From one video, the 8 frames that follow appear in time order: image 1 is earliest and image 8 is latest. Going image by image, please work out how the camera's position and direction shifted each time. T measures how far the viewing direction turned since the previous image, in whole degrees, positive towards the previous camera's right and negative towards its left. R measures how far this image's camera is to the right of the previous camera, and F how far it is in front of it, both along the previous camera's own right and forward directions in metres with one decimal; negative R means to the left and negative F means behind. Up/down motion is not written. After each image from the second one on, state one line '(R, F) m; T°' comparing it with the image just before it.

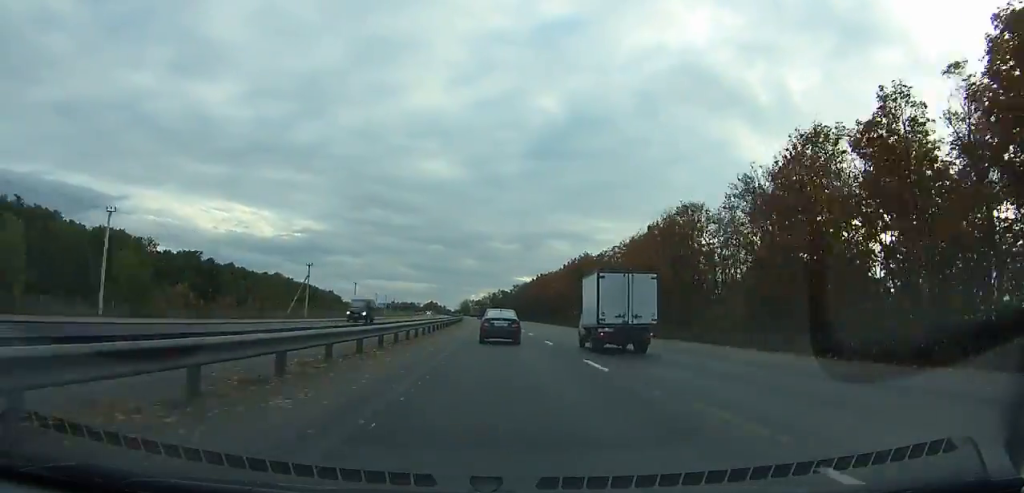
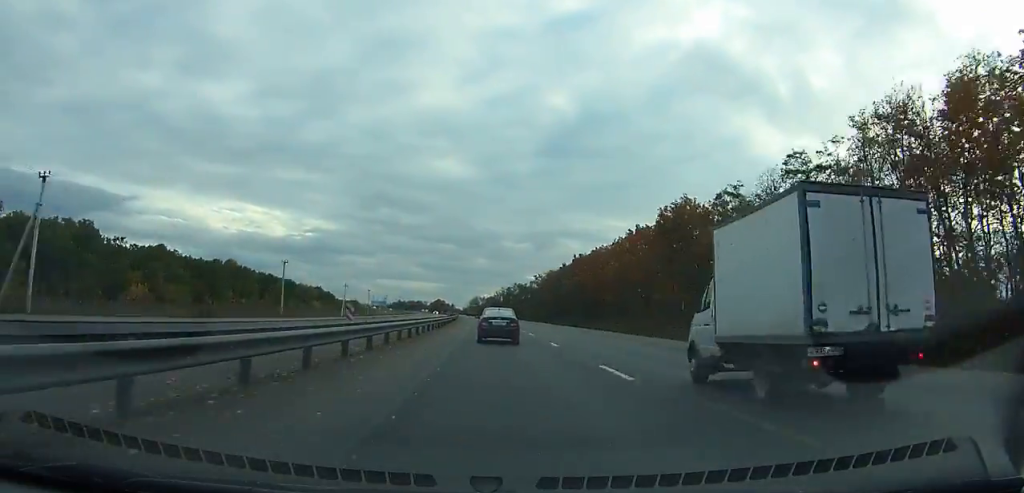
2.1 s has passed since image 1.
(-0.9, +61.3) m; -1°
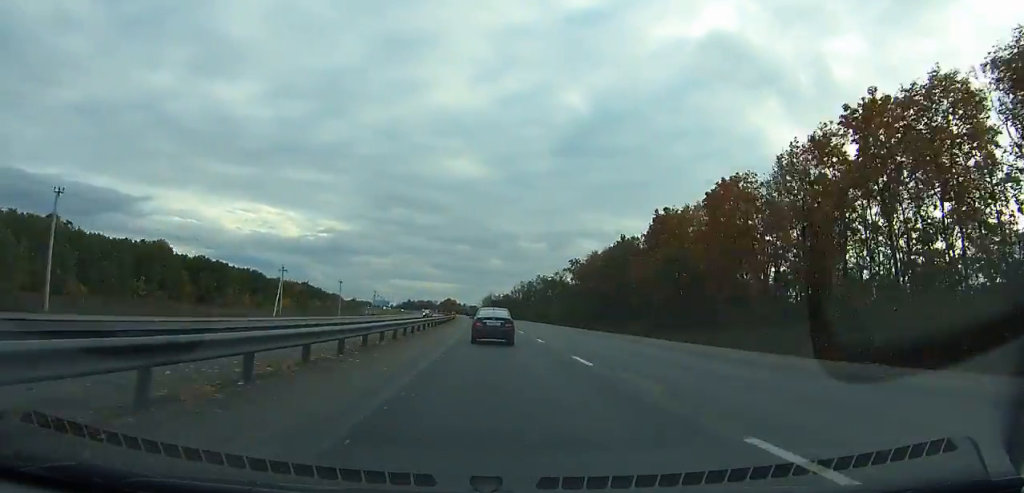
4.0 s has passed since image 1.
(-0.5, +55.8) m; -1°
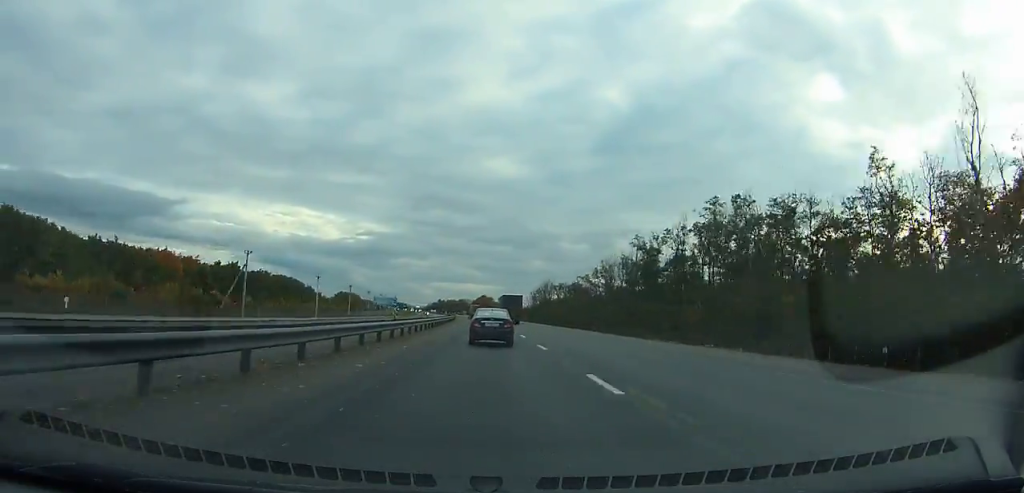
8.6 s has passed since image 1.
(-4.5, +136.6) m; -4°
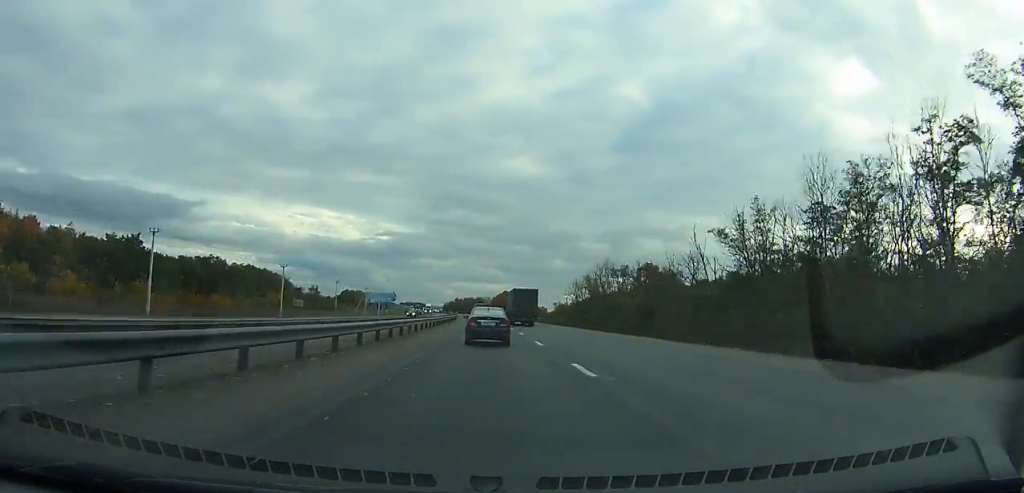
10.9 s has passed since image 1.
(-1.3, +69.0) m; -2°
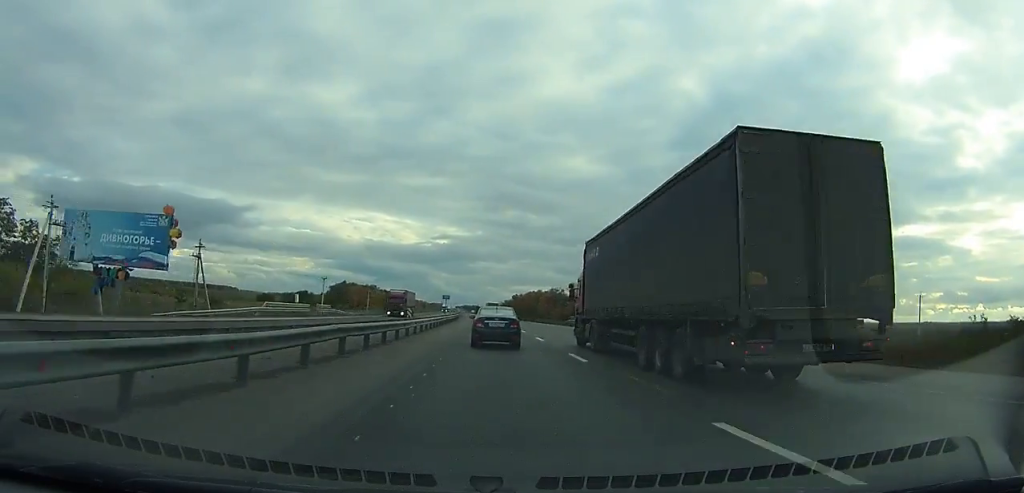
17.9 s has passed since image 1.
(-11.2, +211.0) m; -6°
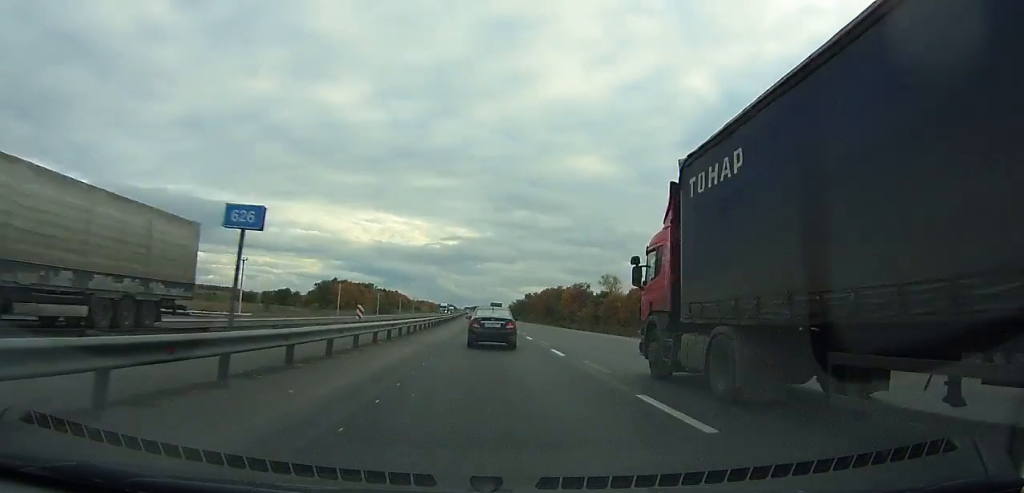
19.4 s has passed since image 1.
(-0.6, +45.4) m; -1°
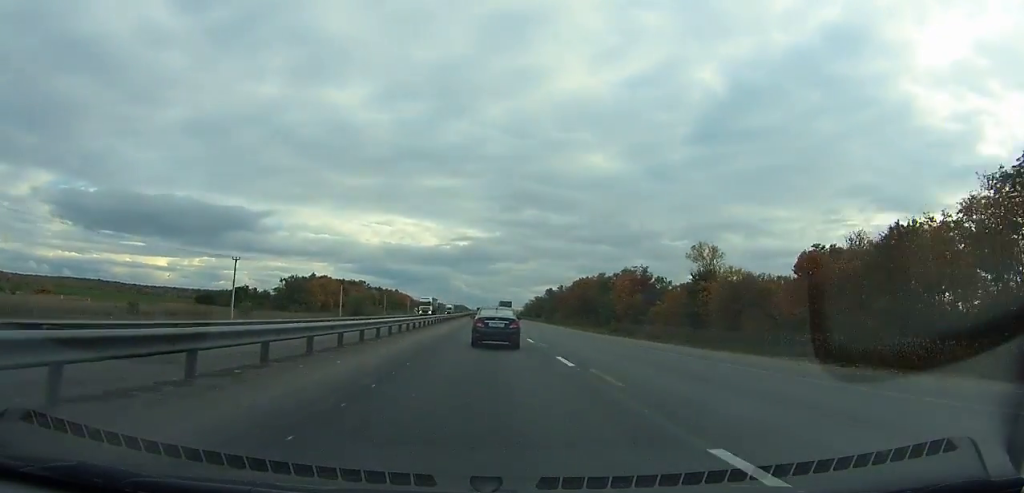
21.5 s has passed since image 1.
(-0.6, +63.5) m; -1°
